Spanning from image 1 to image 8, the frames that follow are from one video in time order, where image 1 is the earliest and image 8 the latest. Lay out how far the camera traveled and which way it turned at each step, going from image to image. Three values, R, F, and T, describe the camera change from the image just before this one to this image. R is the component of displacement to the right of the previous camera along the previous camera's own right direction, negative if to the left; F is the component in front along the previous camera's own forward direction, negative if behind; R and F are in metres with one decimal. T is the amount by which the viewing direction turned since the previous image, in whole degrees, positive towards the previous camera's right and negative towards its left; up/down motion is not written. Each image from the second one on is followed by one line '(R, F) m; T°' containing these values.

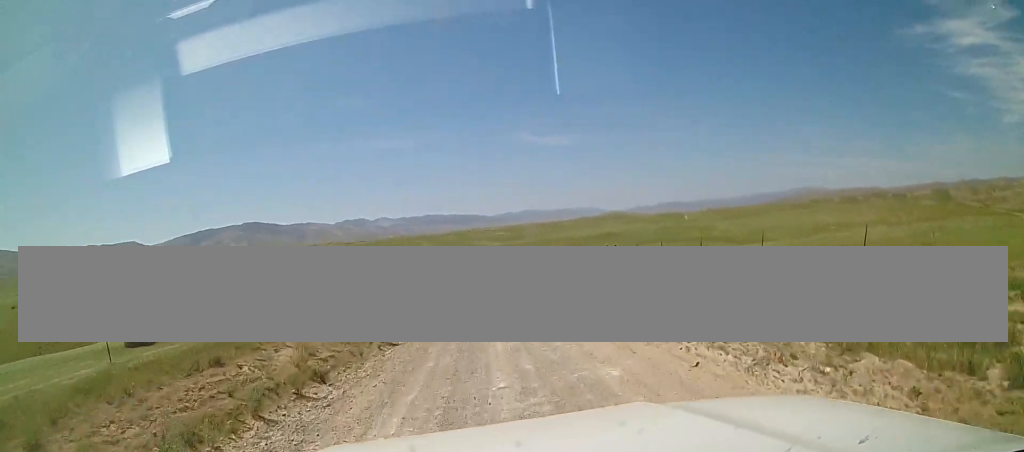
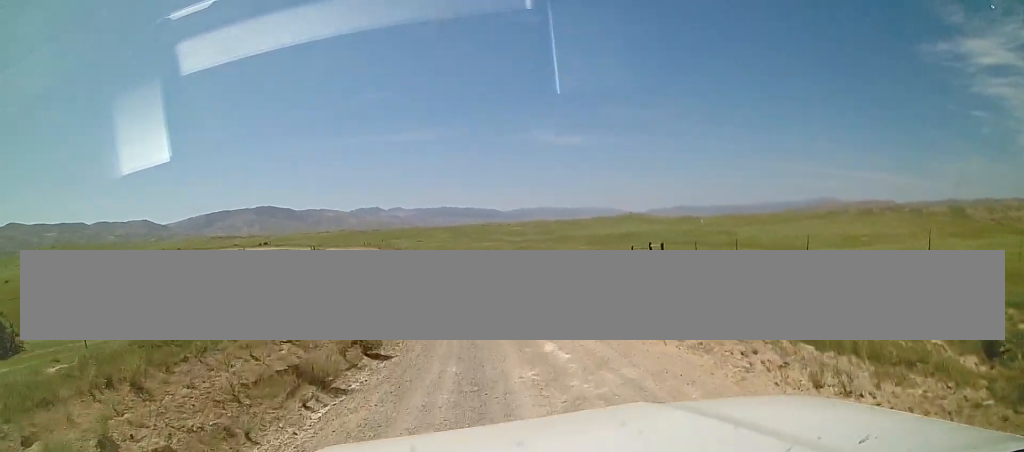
(+0.1, +7.0) m; -2°
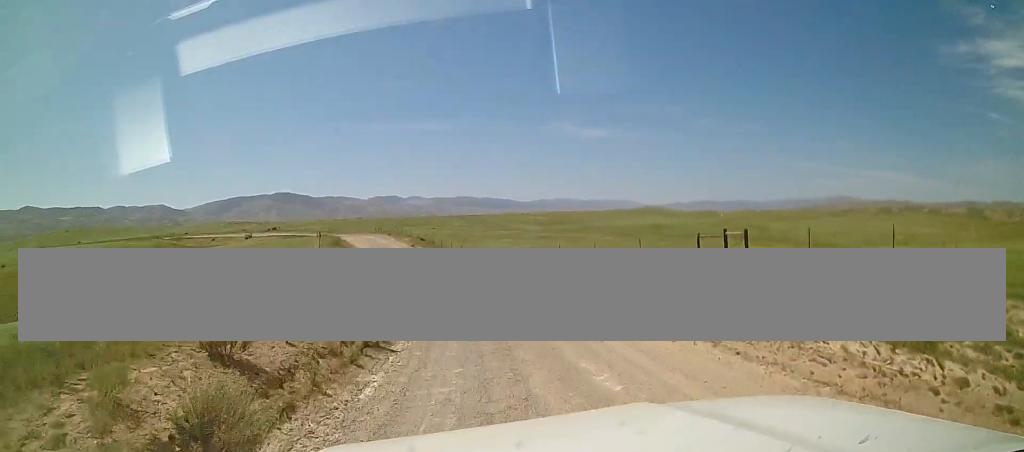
(-0.4, +7.9) m; -2°
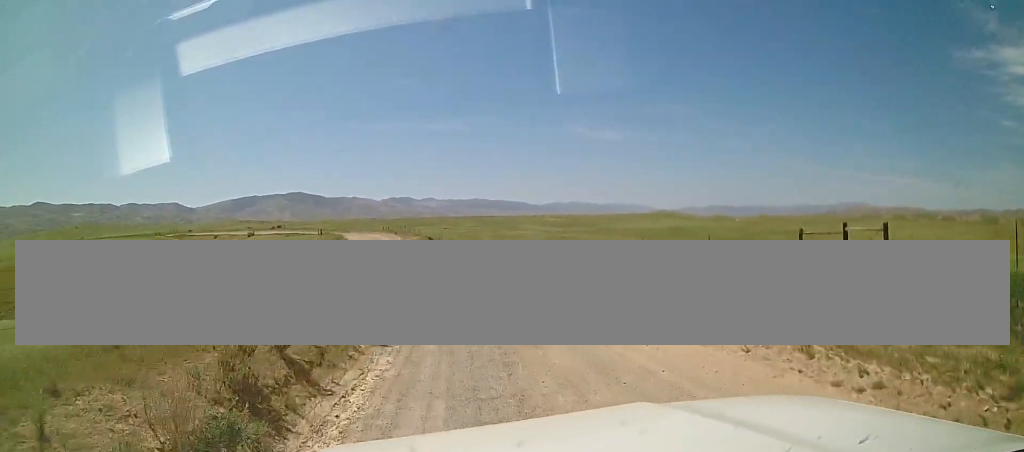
(-0.1, +7.7) m; -1°
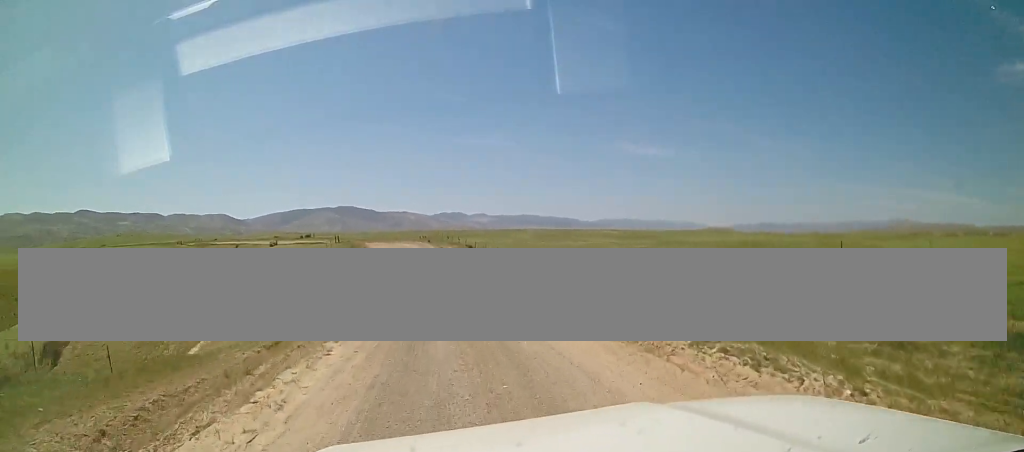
(-0.3, +19.2) m; -6°
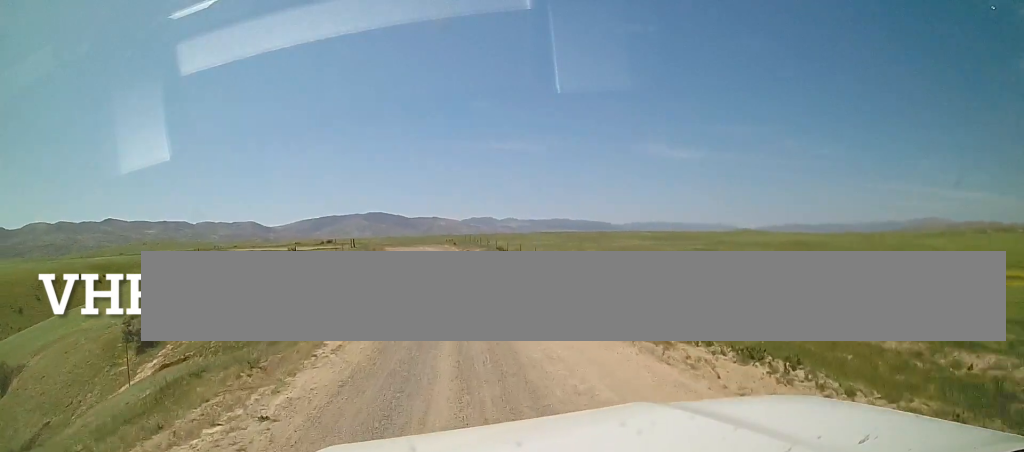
(-0.7, +8.4) m; -3°
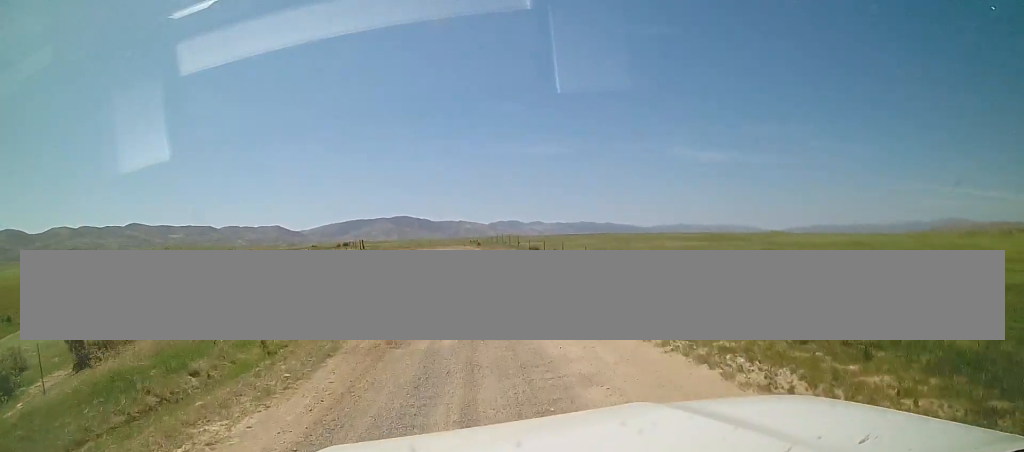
(-0.1, +9.8) m; -1°
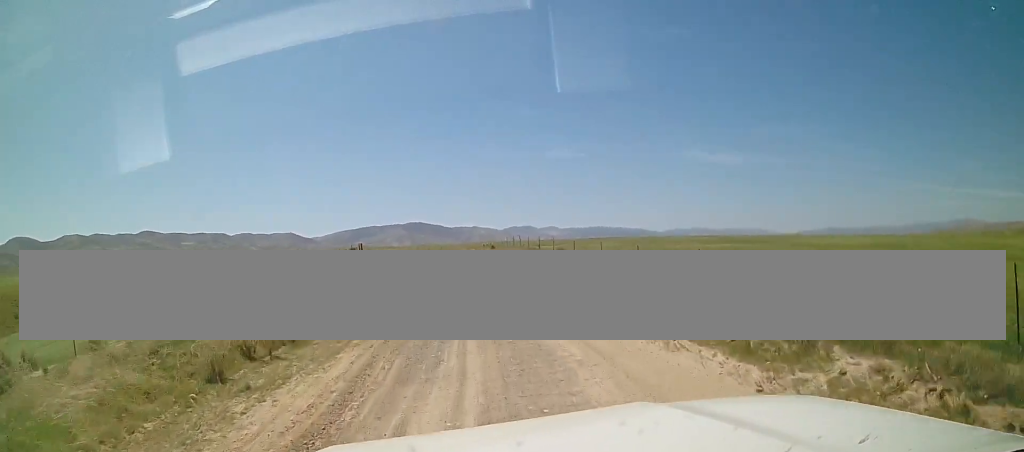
(0.0, +7.4) m; -1°
